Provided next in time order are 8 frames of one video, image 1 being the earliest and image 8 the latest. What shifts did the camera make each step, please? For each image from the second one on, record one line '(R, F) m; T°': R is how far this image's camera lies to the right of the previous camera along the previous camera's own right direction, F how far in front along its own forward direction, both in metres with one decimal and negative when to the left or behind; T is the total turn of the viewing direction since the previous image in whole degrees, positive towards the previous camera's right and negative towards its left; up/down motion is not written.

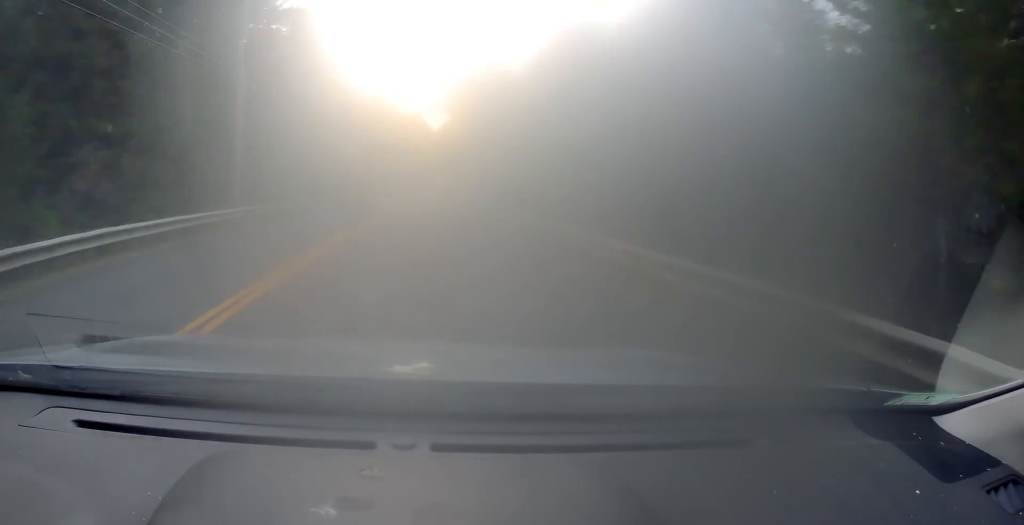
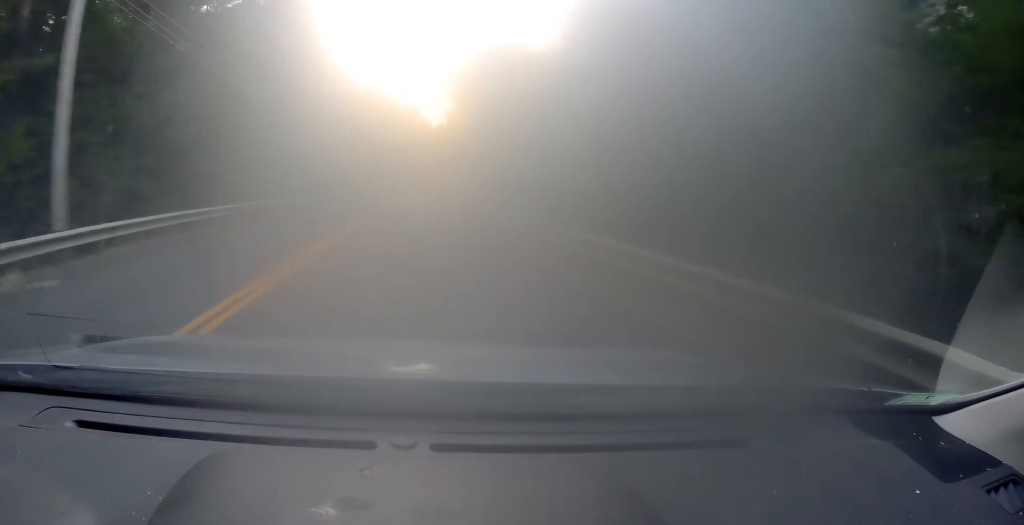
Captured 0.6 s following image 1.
(+0.1, +15.1) m; 0°
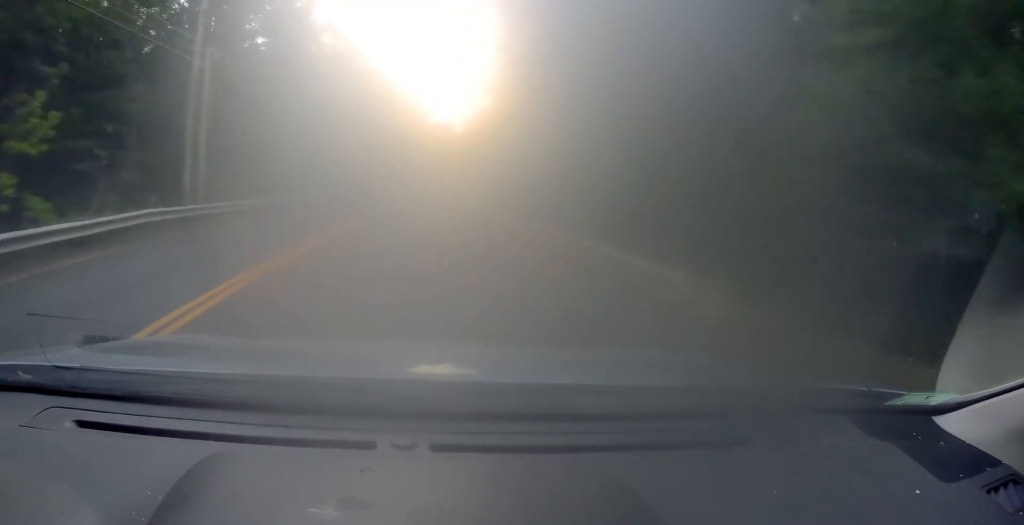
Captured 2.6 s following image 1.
(+0.6, +47.1) m; +2°
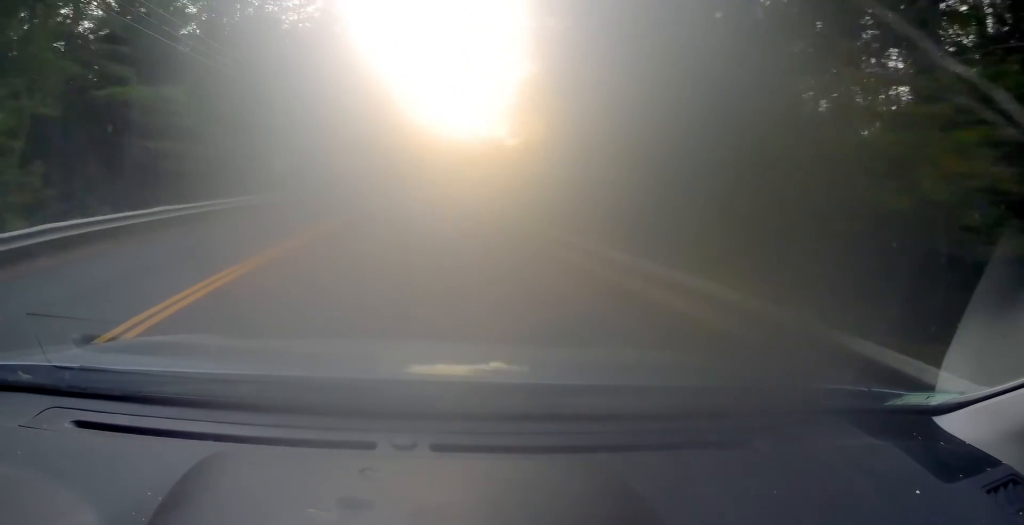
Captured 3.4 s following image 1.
(+0.3, +17.7) m; +1°
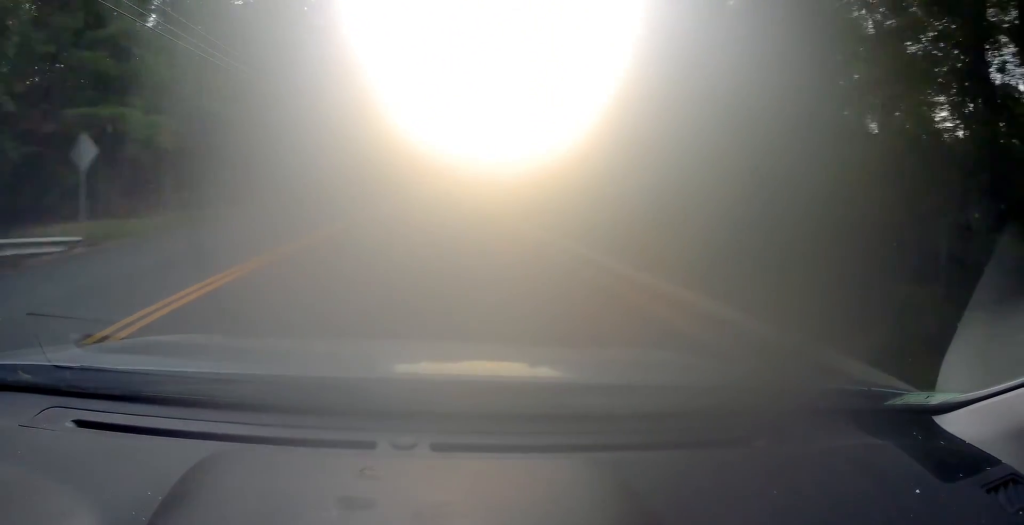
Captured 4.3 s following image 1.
(-0.3, +21.0) m; +1°
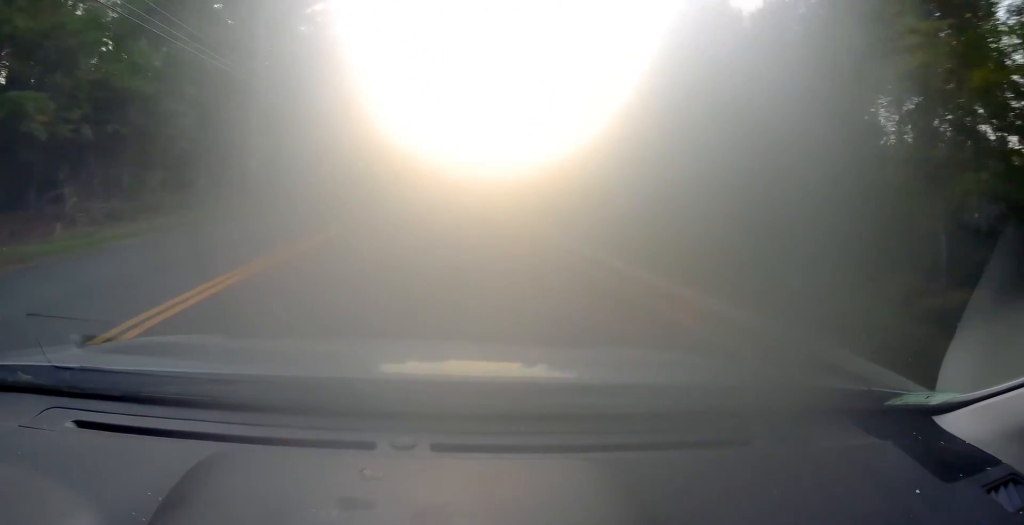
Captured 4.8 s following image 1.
(+0.3, +10.1) m; +2°
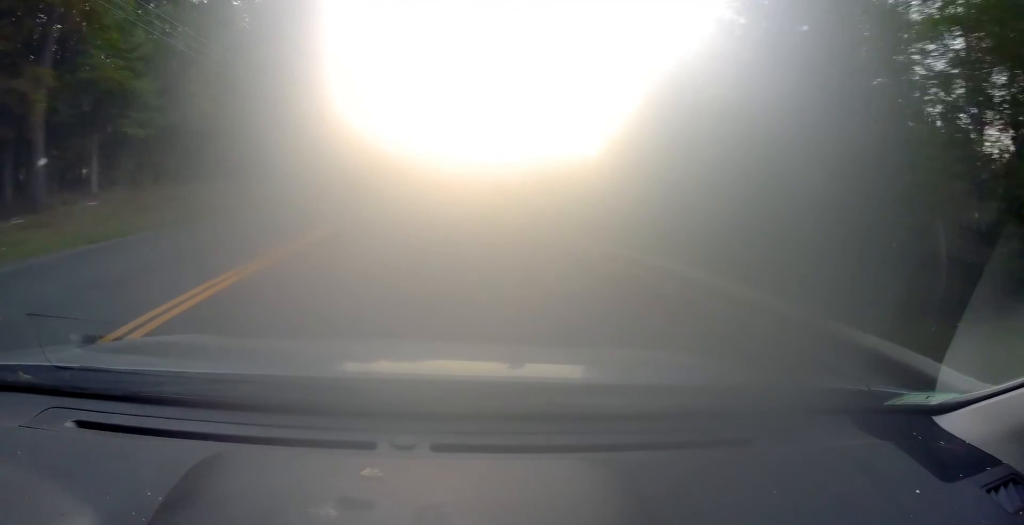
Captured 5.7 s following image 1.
(+0.6, +19.6) m; +2°
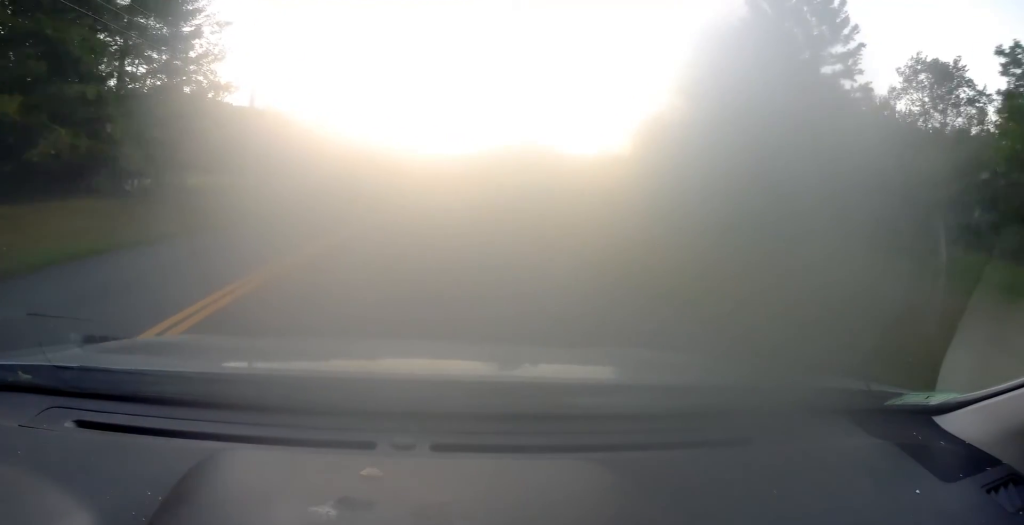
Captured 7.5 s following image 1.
(+0.8, +33.2) m; +3°
